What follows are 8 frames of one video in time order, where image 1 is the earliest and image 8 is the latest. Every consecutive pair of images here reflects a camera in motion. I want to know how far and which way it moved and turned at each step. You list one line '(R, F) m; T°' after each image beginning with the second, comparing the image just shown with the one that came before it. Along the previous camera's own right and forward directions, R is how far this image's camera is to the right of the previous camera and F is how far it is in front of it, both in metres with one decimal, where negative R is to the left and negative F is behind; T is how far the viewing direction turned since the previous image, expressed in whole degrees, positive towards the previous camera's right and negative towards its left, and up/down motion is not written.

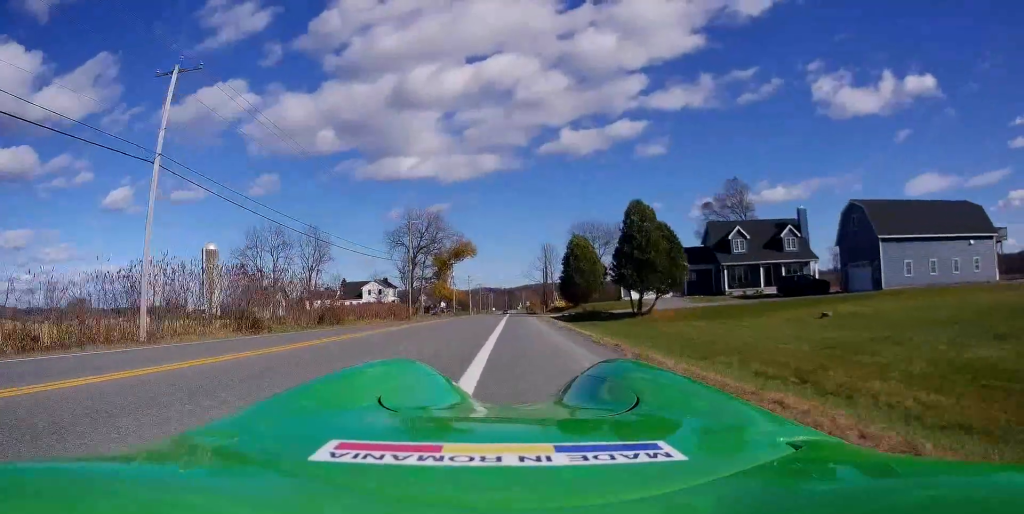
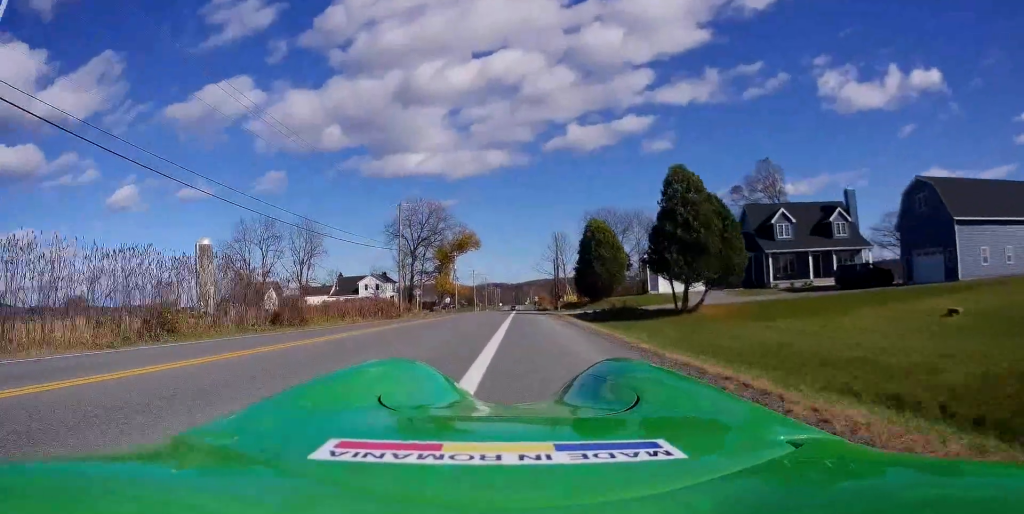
(-0.1, +9.2) m; 0°
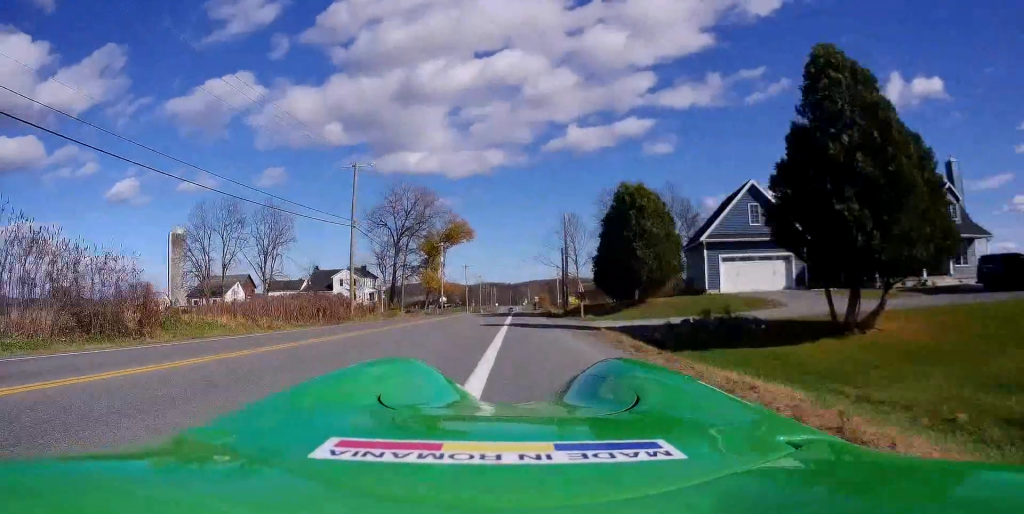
(+0.2, +16.8) m; +1°
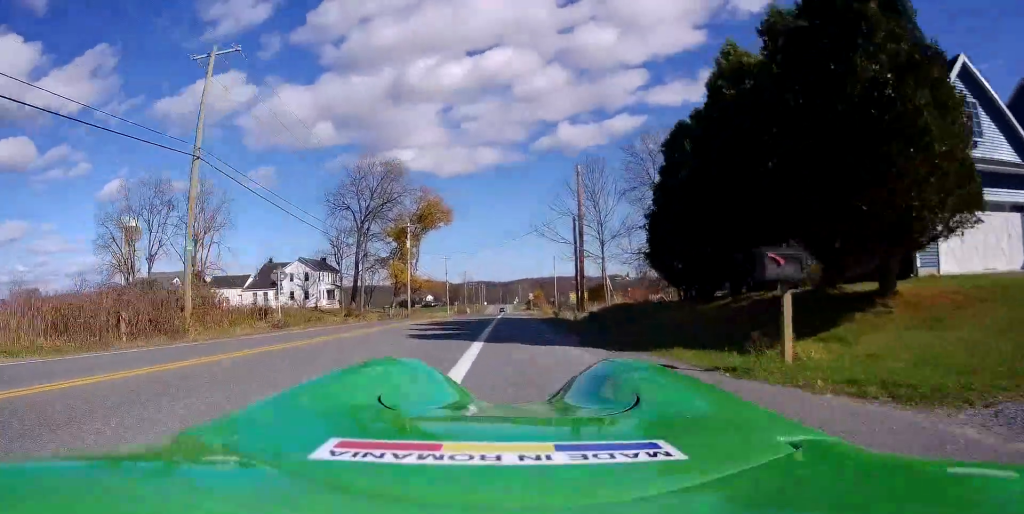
(+0.1, +21.8) m; 0°
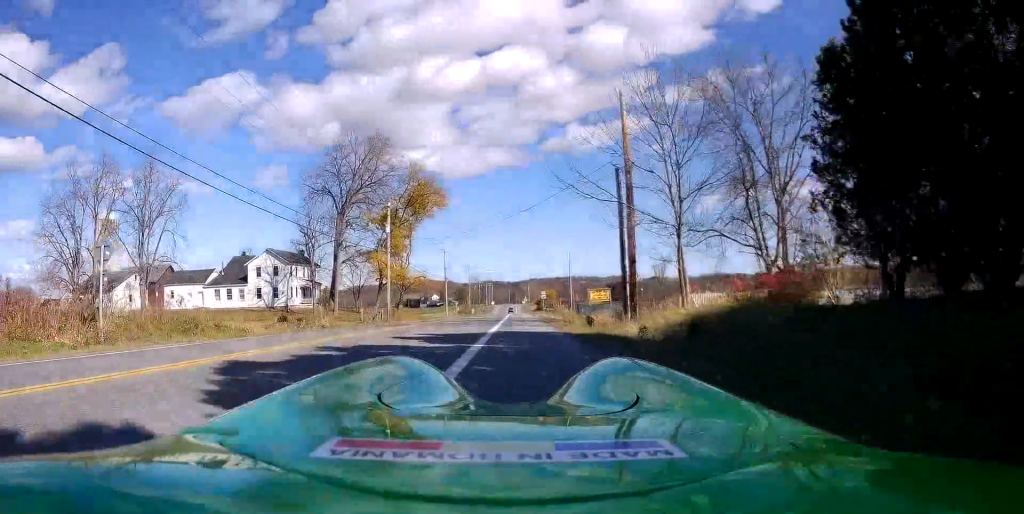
(0.0, +14.8) m; 0°
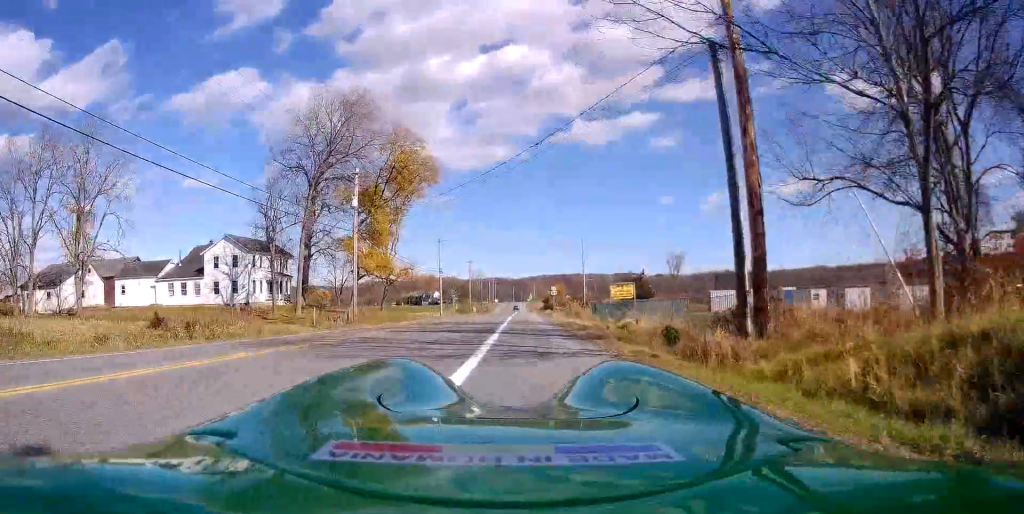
(+0.2, +13.5) m; 0°
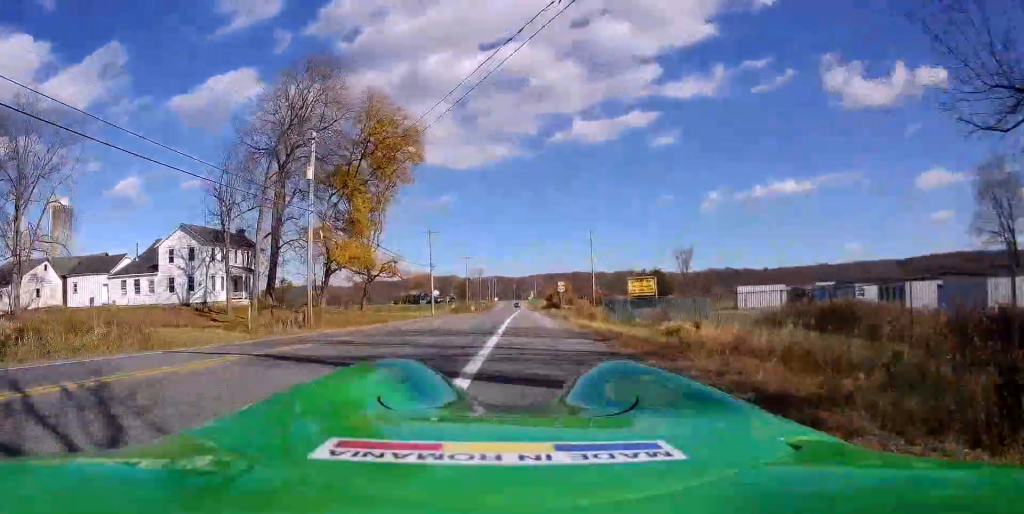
(-0.1, +9.2) m; 0°
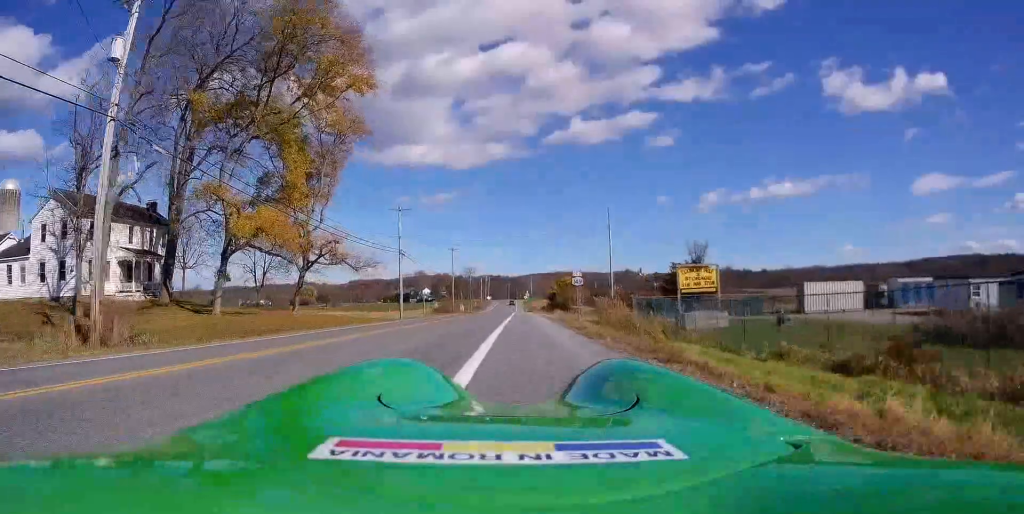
(0.0, +18.4) m; 0°
